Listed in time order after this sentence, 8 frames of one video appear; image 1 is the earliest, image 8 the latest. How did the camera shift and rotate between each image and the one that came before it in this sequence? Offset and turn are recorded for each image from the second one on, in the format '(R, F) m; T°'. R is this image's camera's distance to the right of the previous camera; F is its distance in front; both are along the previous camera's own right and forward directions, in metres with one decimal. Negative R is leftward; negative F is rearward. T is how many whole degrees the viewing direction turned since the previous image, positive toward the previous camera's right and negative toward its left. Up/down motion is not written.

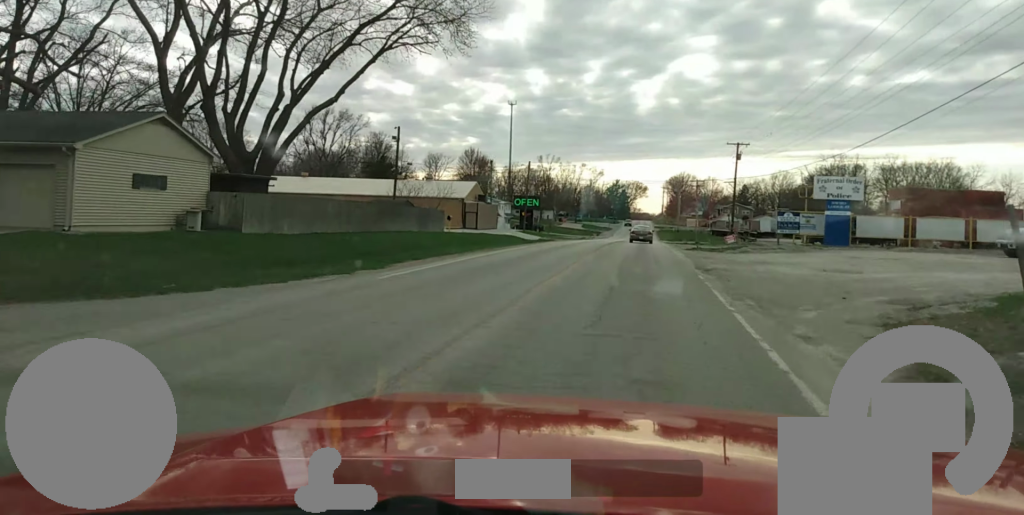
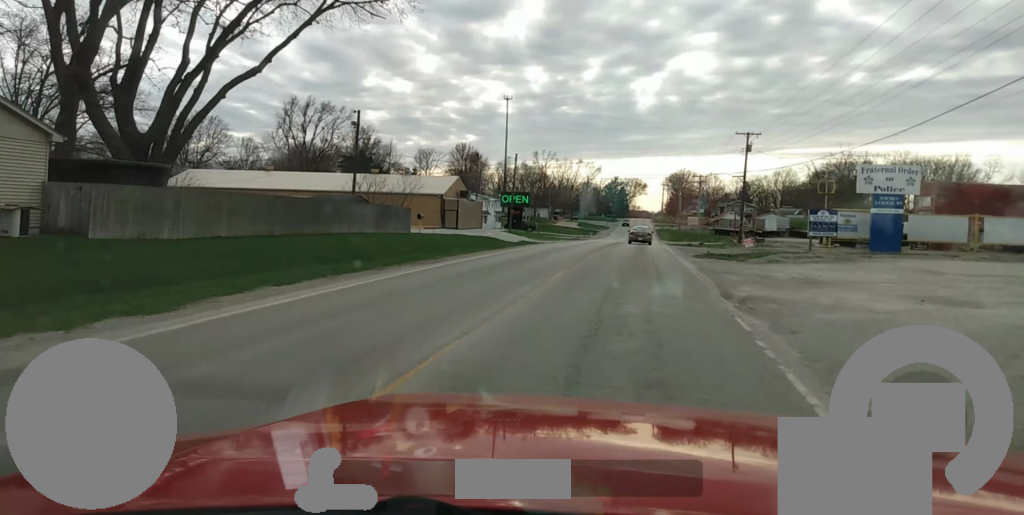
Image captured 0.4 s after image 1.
(0.0, +8.4) m; 0°
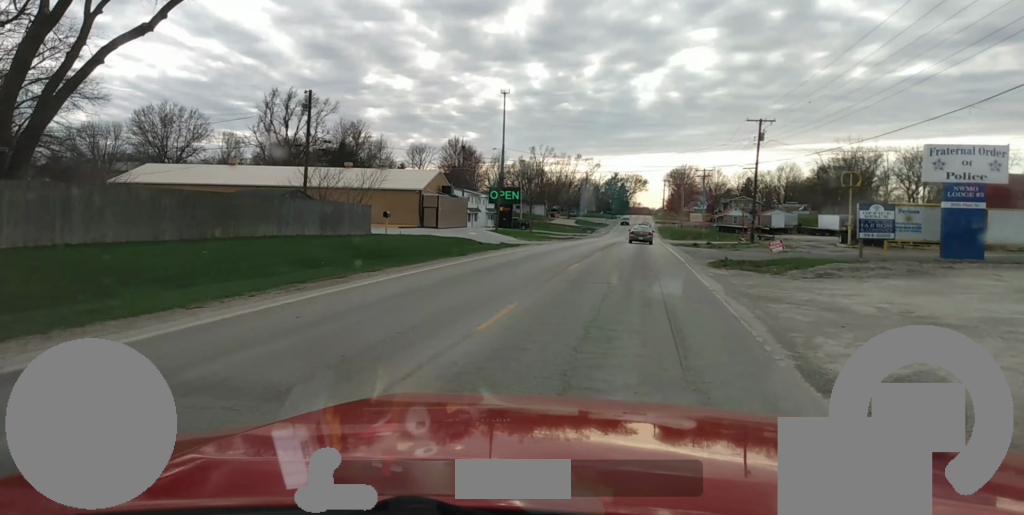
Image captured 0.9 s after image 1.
(0.0, +8.4) m; 0°
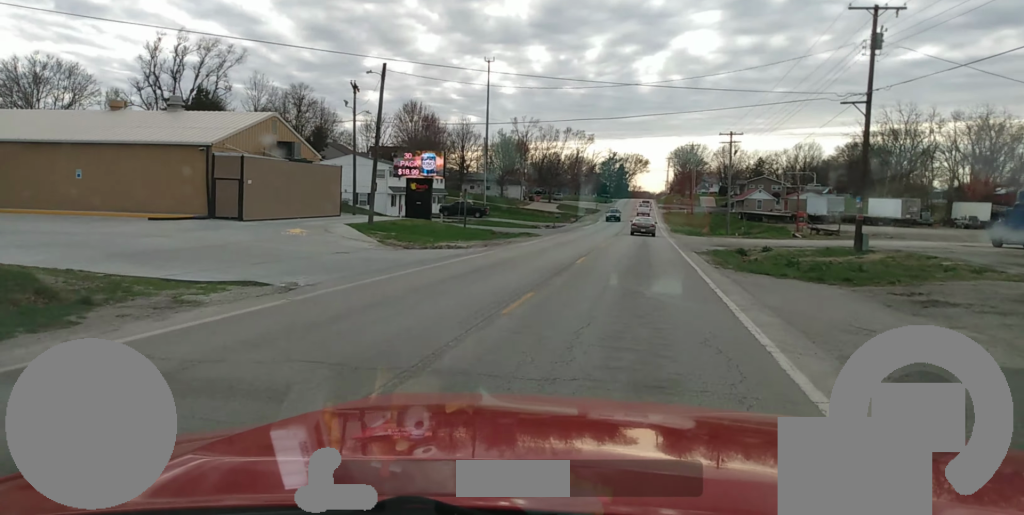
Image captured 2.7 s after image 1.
(+0.5, +35.0) m; +1°
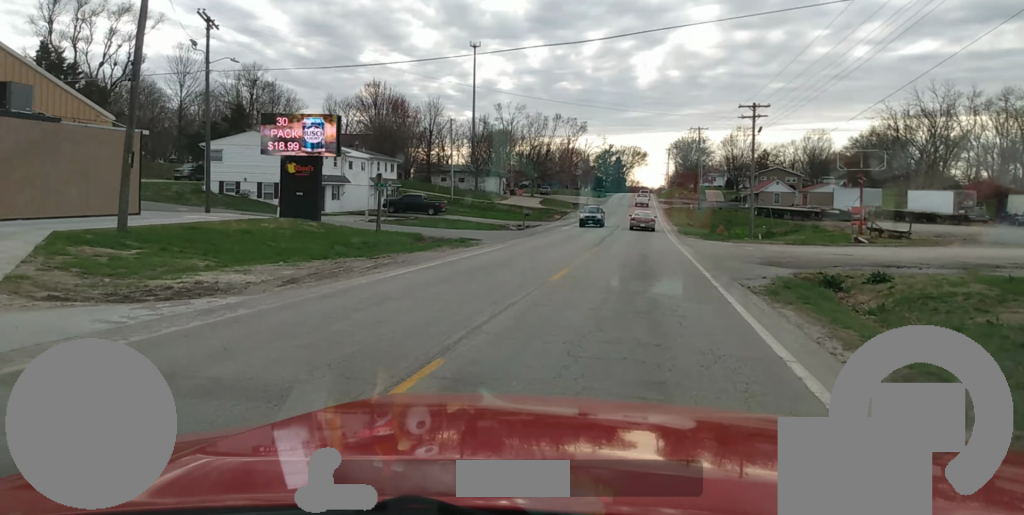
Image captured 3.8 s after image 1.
(-0.2, +18.8) m; 0°
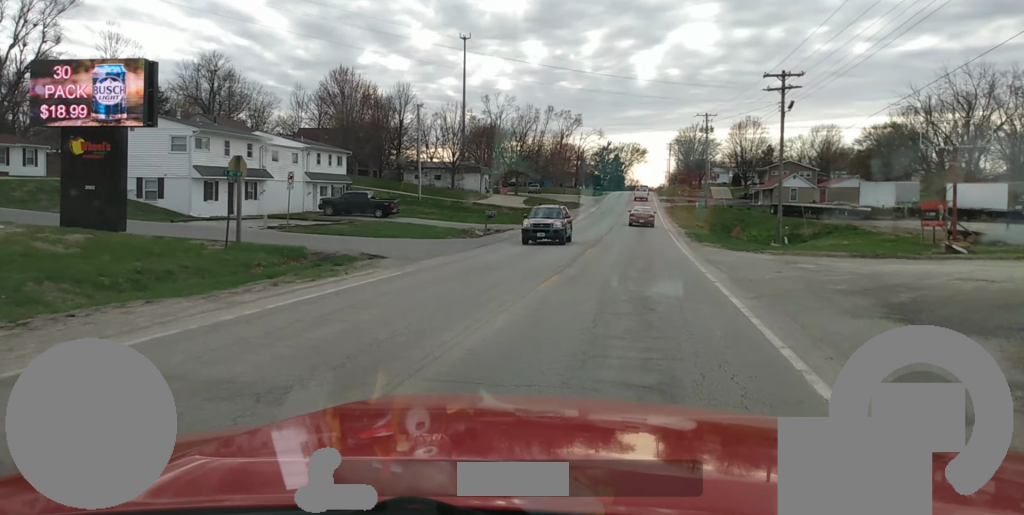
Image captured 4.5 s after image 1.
(0.0, +14.3) m; 0°
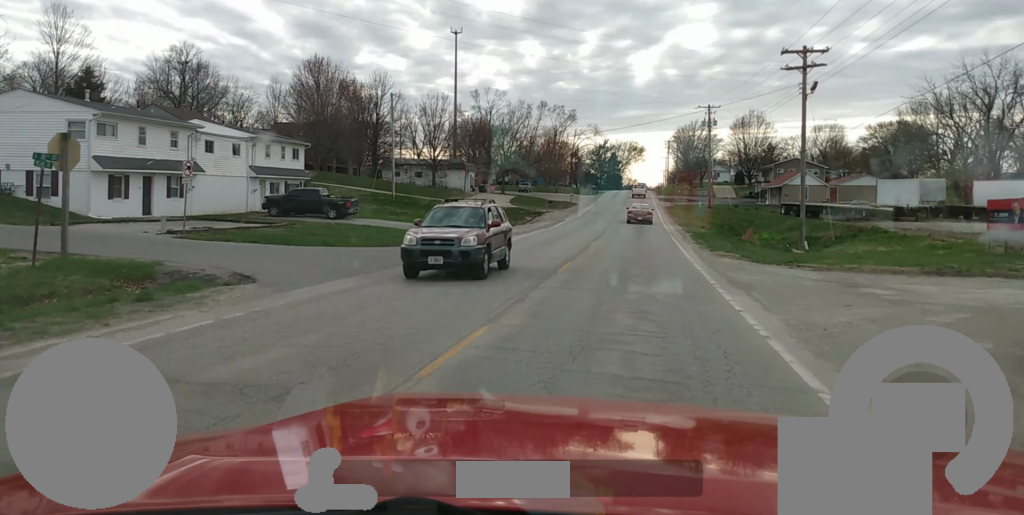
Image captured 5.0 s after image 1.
(0.0, +8.1) m; 0°
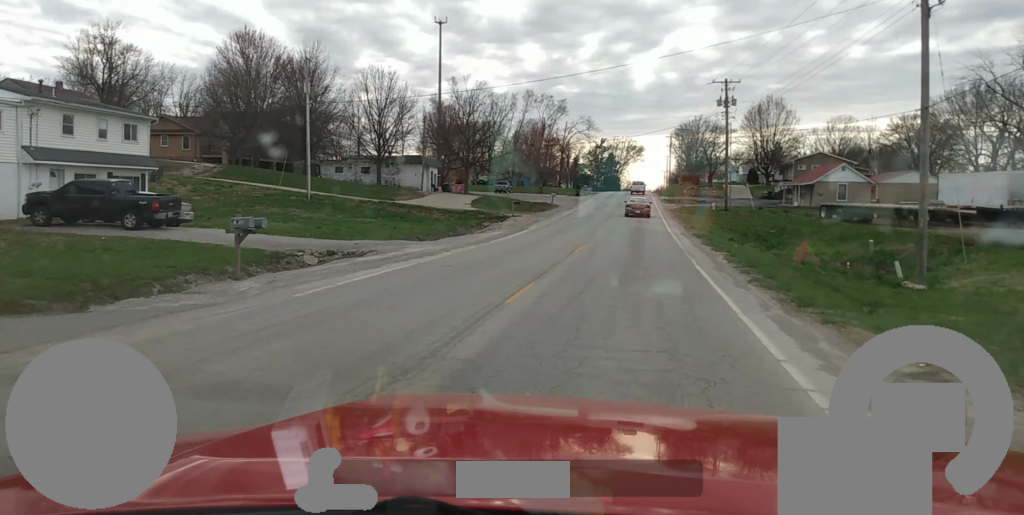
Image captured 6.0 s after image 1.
(+0.1, +19.1) m; 0°
